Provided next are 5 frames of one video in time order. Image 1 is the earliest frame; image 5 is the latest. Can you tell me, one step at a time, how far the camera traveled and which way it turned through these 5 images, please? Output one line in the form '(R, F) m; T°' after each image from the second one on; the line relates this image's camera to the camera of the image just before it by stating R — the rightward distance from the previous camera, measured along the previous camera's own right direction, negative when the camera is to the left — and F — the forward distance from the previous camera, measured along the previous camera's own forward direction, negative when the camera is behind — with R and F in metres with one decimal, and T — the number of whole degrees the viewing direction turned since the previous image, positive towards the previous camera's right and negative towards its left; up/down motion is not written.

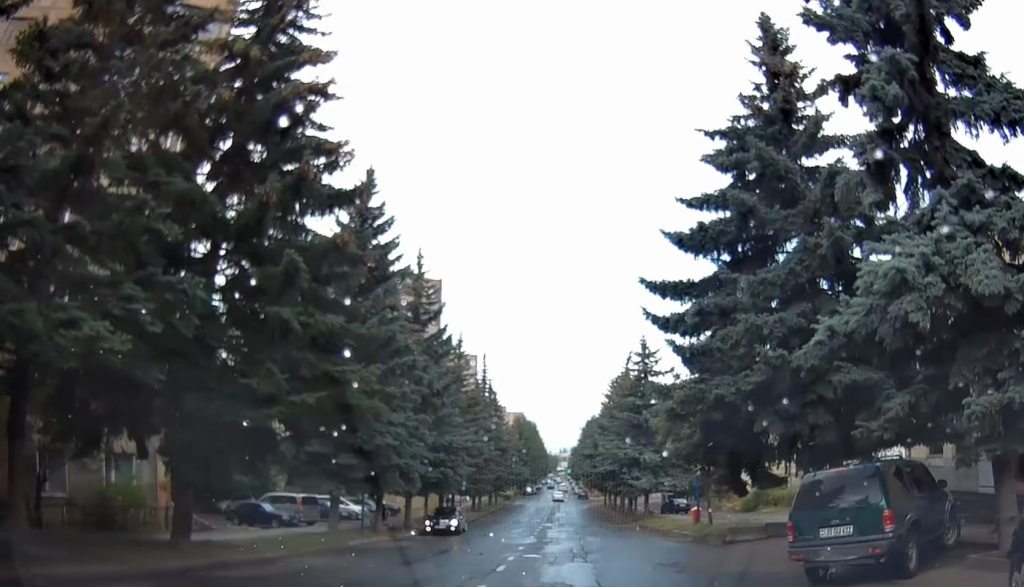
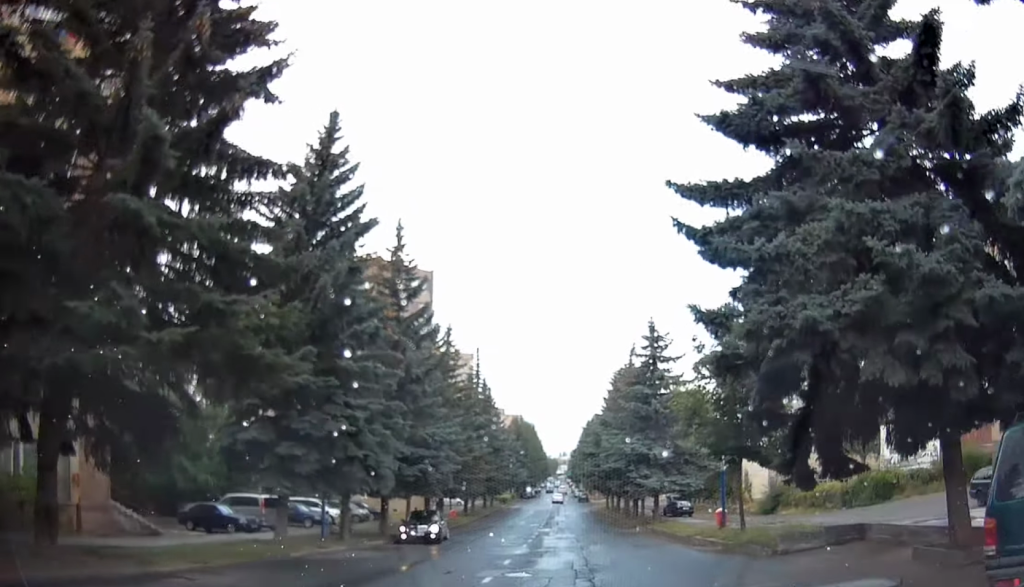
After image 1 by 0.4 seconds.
(0.0, +4.8) m; 0°
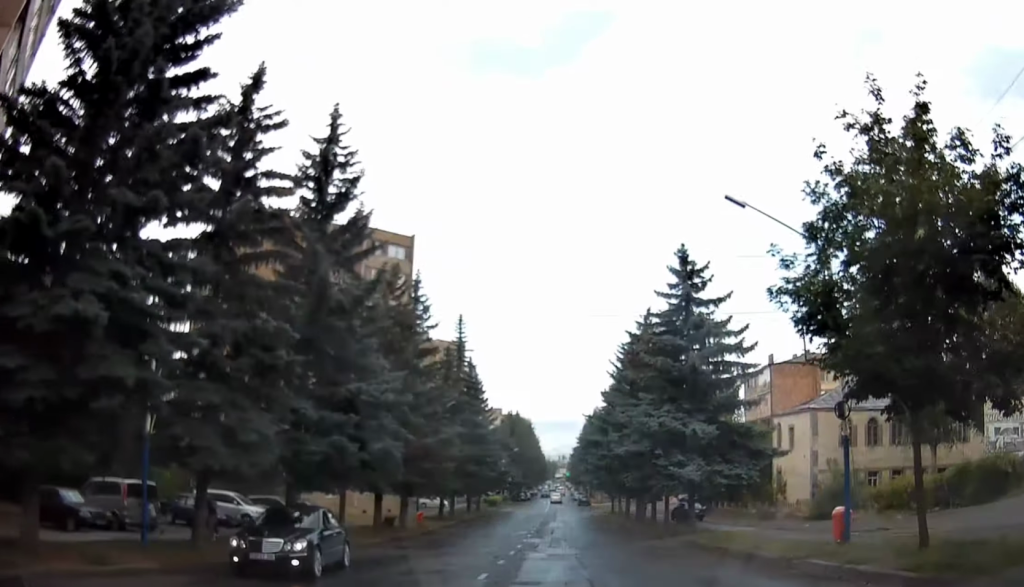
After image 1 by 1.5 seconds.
(0.0, +11.4) m; 0°
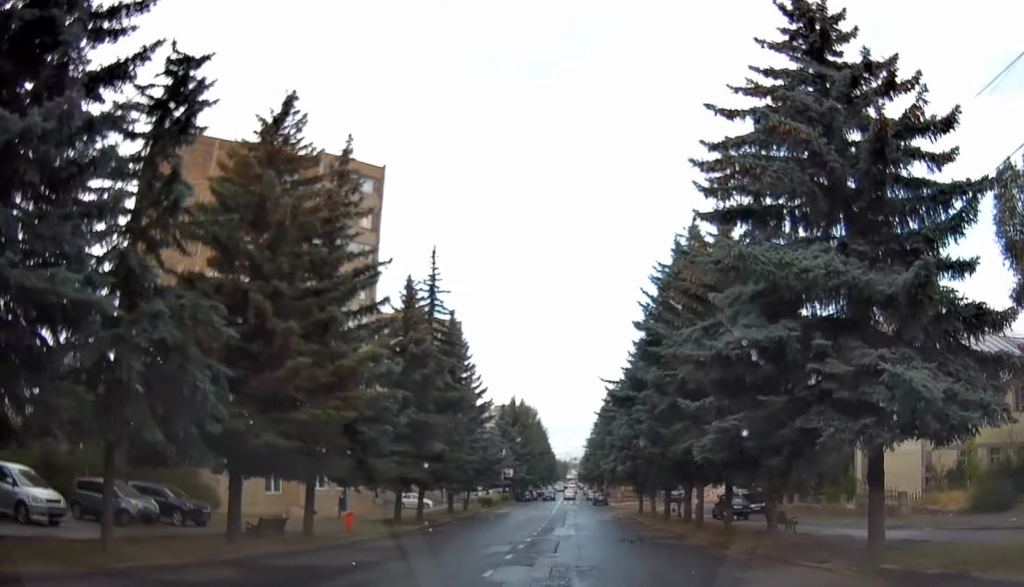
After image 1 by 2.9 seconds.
(+0.5, +16.1) m; +2°
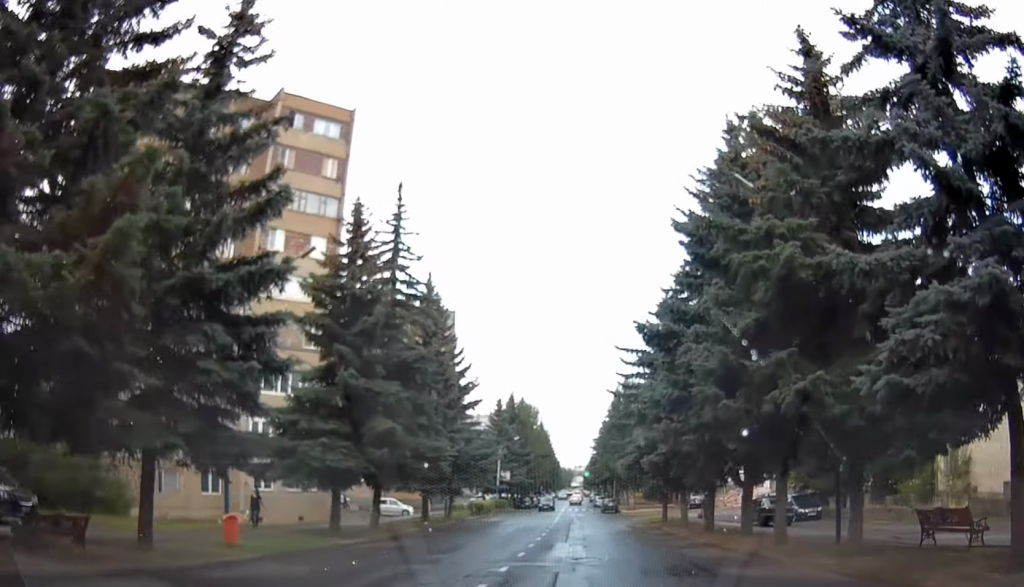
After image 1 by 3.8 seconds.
(+0.1, +10.2) m; -1°
